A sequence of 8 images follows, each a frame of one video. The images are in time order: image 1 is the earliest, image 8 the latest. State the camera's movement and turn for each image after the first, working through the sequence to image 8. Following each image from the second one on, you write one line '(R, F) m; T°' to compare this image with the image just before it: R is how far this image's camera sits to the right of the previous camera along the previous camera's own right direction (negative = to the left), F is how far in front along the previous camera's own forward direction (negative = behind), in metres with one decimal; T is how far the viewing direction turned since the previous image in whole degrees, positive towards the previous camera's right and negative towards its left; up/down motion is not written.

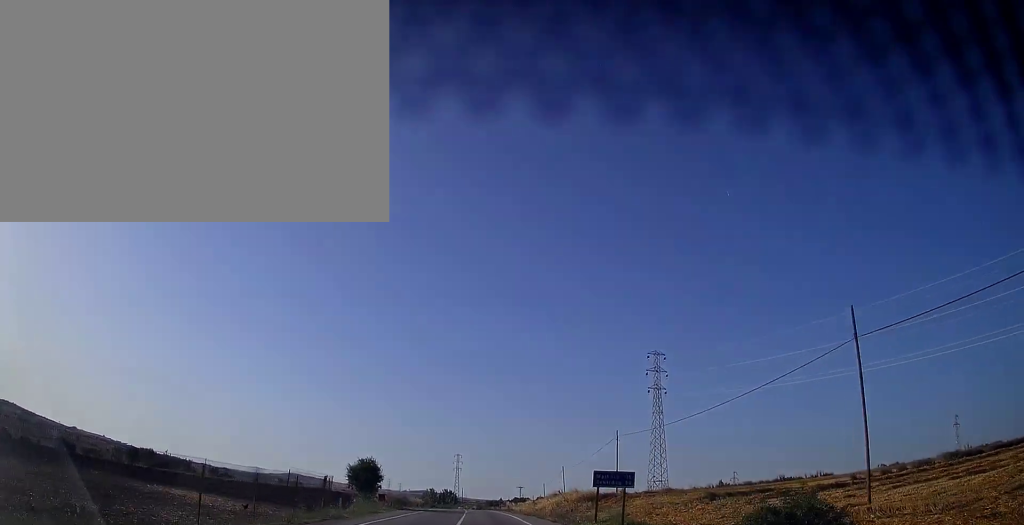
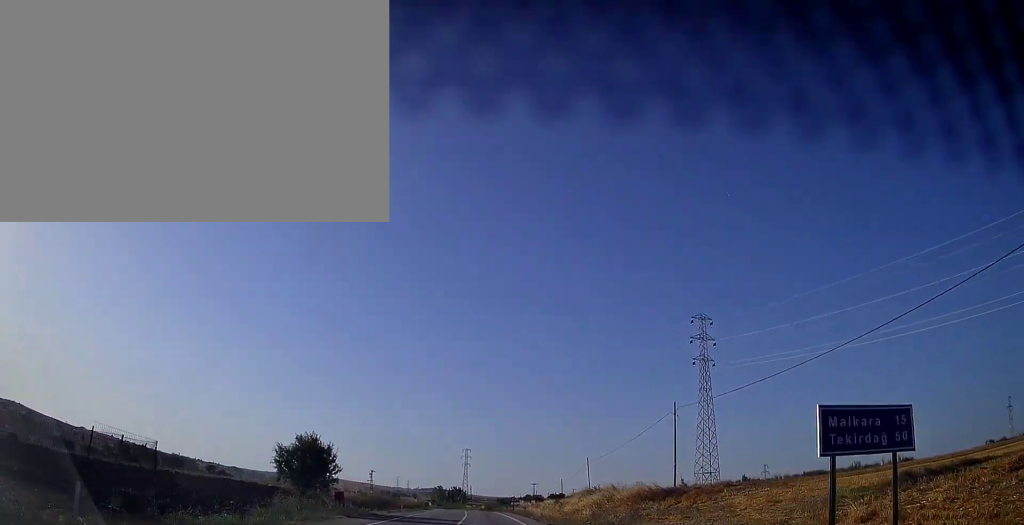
(-0.5, +19.4) m; -2°
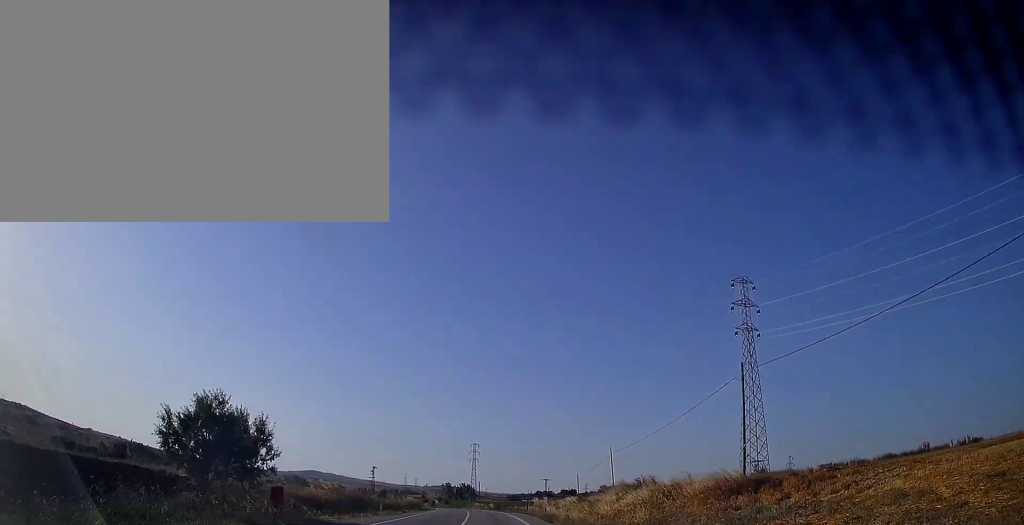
(-0.2, +12.8) m; -1°
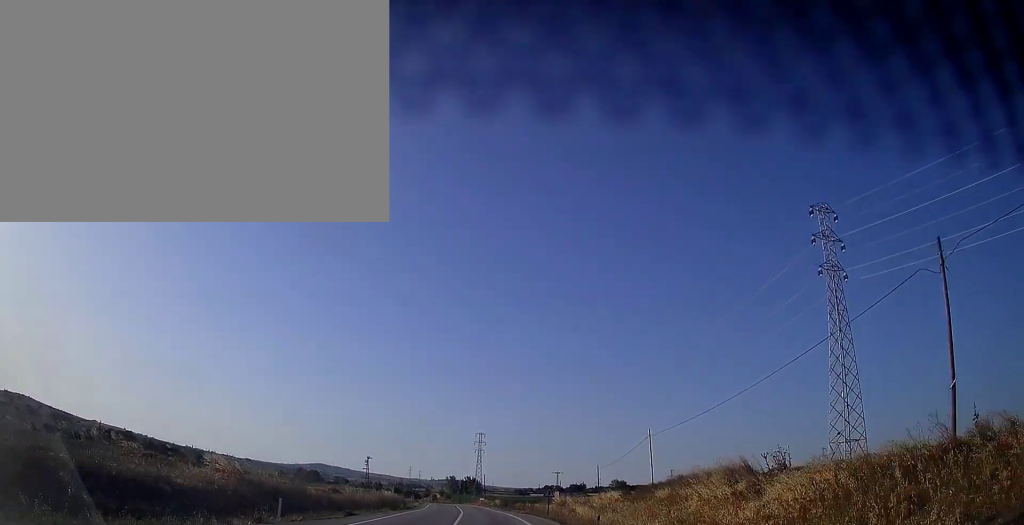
(-0.3, +18.8) m; -1°
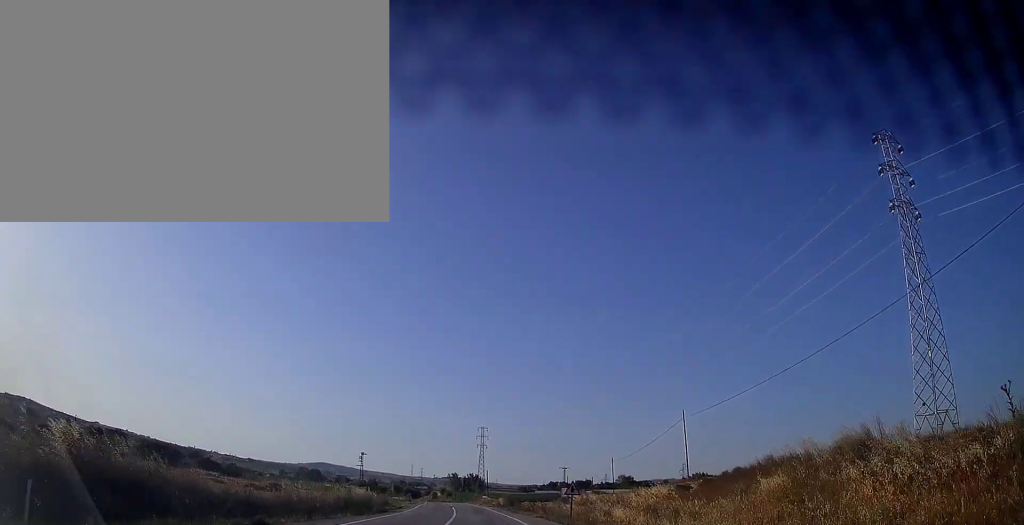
(-0.1, +11.8) m; 0°
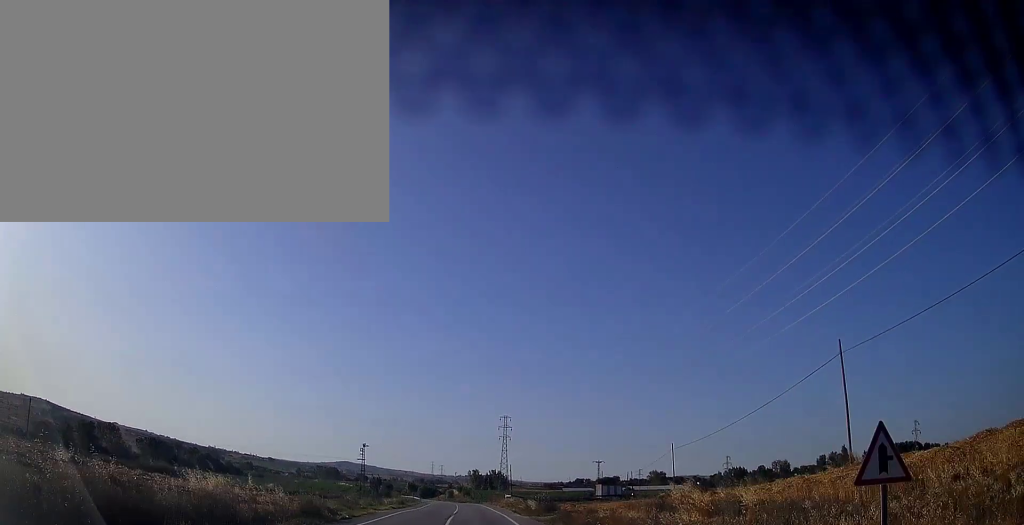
(-0.2, +24.6) m; -1°
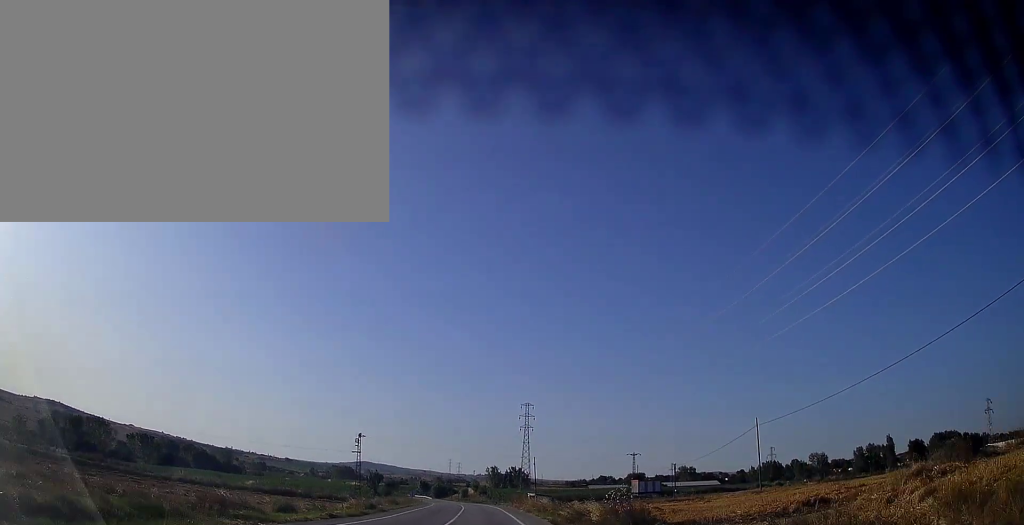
(-0.3, +22.5) m; -2°
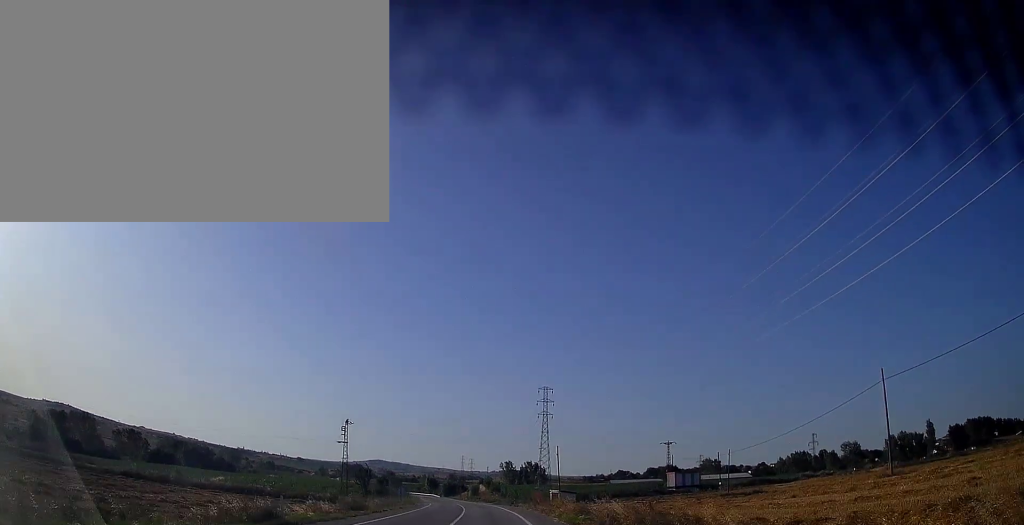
(-0.3, +20.1) m; -2°
